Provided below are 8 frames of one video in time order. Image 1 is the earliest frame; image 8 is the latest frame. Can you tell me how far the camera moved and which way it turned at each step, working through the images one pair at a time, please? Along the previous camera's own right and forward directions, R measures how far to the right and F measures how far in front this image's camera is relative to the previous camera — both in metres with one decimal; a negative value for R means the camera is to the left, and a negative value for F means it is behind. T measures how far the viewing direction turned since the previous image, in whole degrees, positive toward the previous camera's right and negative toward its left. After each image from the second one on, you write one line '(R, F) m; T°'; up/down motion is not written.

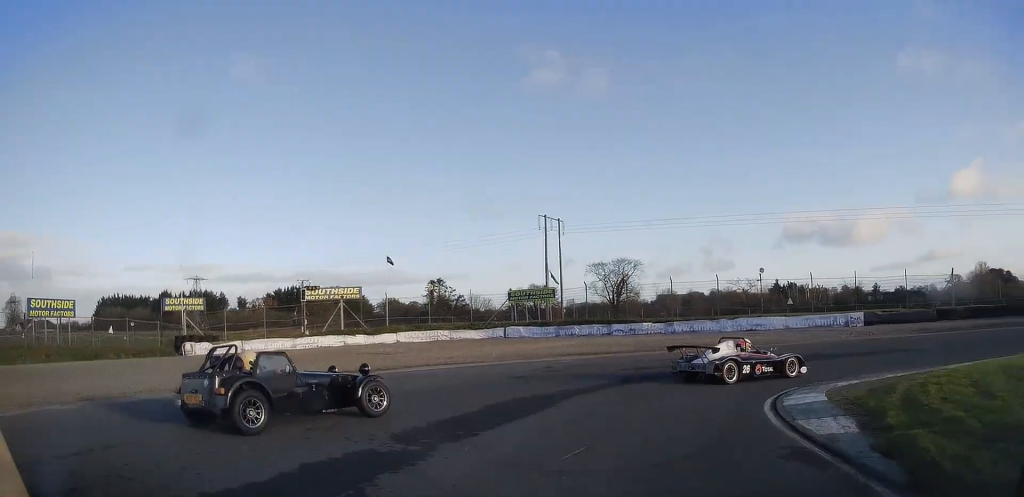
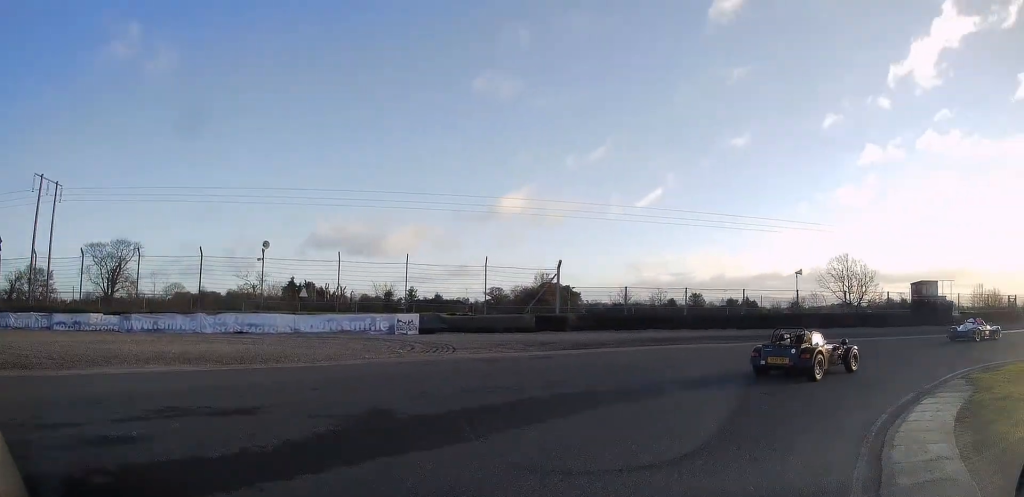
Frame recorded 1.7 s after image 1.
(+5.1, +13.9) m; +47°
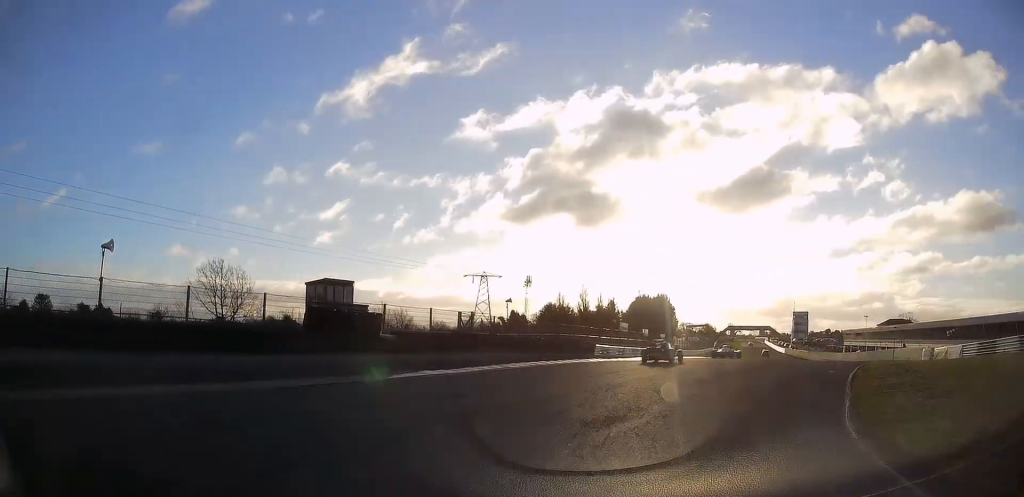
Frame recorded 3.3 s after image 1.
(+8.6, +14.6) m; +55°
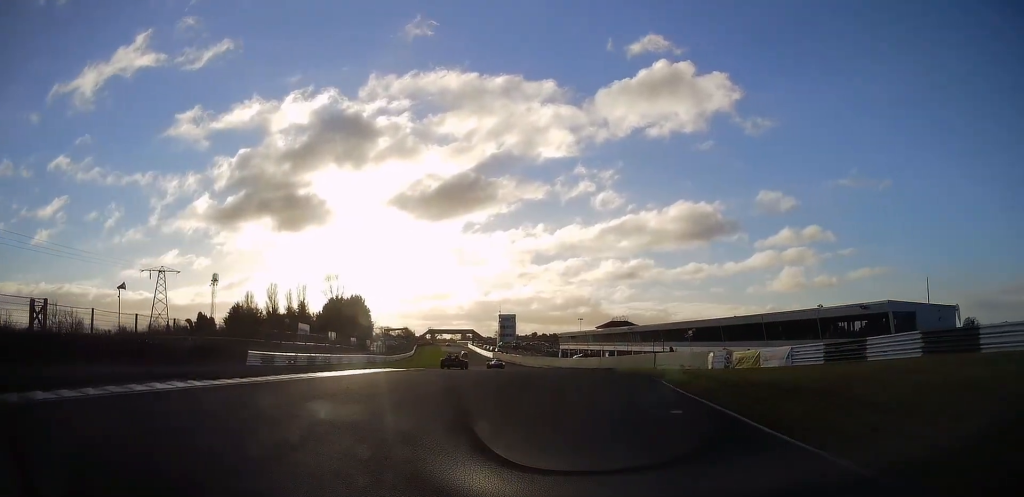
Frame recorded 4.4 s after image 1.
(+3.6, +14.2) m; +22°
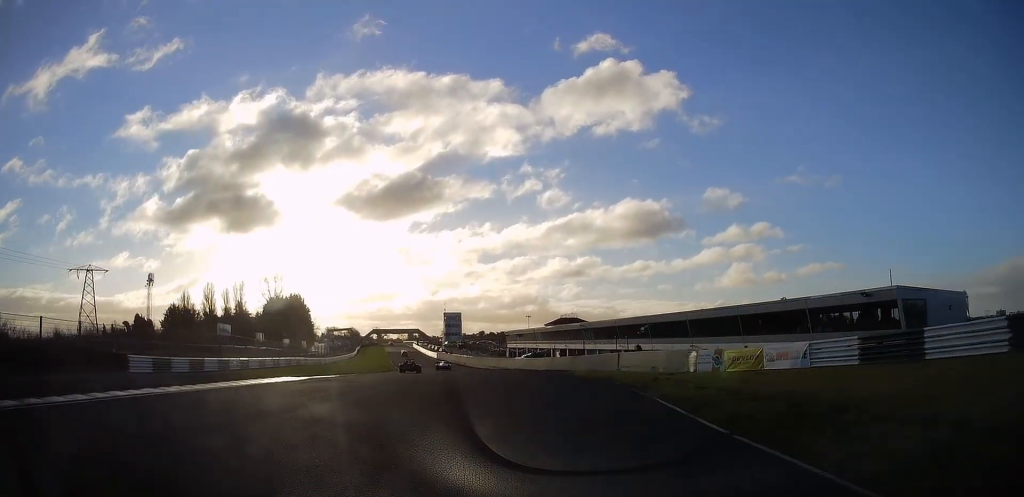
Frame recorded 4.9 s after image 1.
(+0.6, +7.6) m; +6°
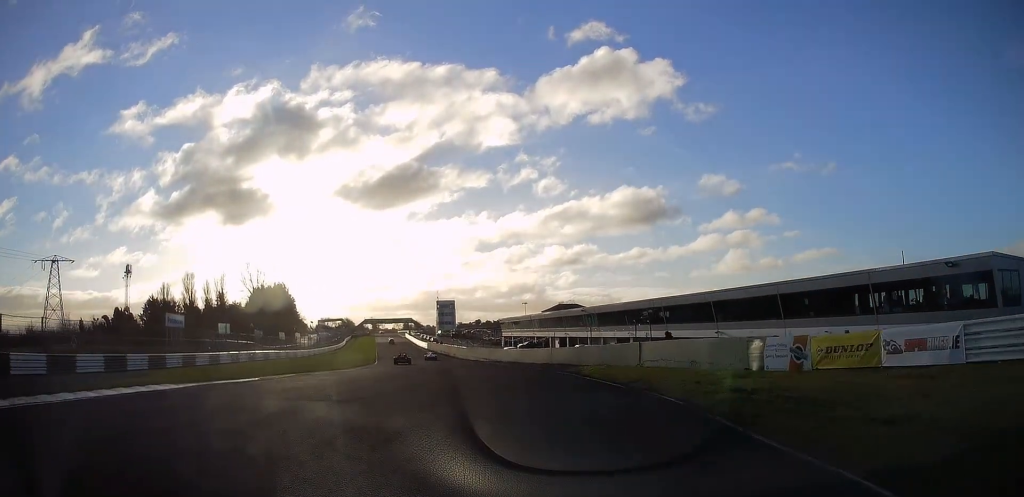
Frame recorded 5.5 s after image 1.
(+0.5, +9.8) m; +2°
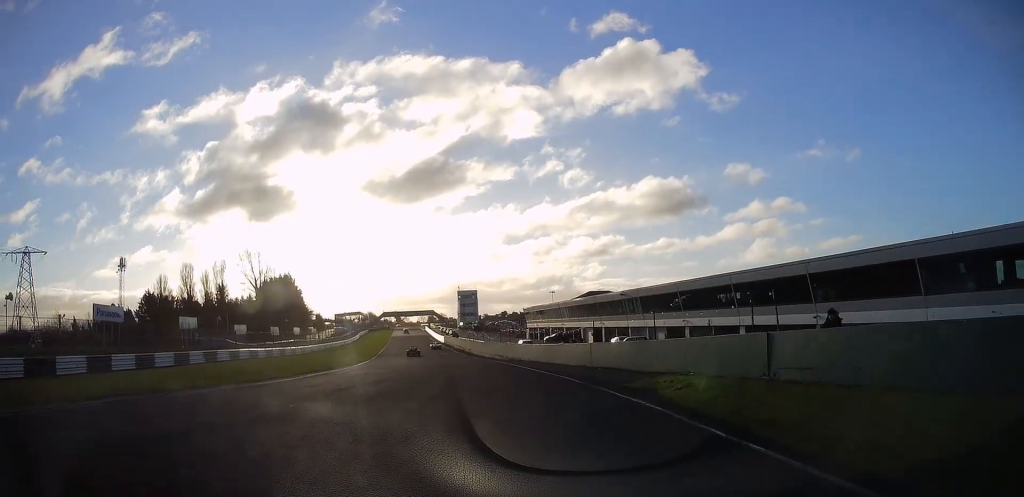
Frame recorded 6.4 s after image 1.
(+0.2, +14.6) m; -1°
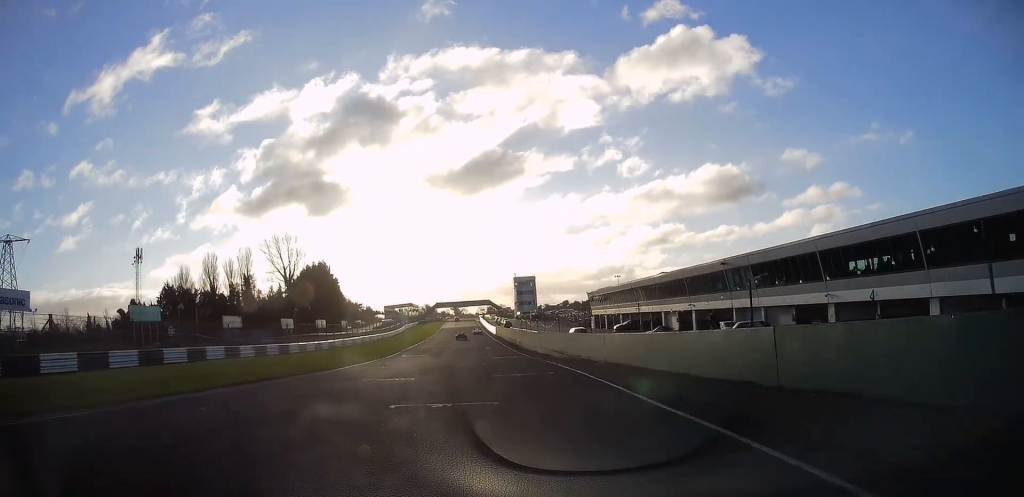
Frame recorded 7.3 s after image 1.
(-0.5, +17.1) m; -4°
